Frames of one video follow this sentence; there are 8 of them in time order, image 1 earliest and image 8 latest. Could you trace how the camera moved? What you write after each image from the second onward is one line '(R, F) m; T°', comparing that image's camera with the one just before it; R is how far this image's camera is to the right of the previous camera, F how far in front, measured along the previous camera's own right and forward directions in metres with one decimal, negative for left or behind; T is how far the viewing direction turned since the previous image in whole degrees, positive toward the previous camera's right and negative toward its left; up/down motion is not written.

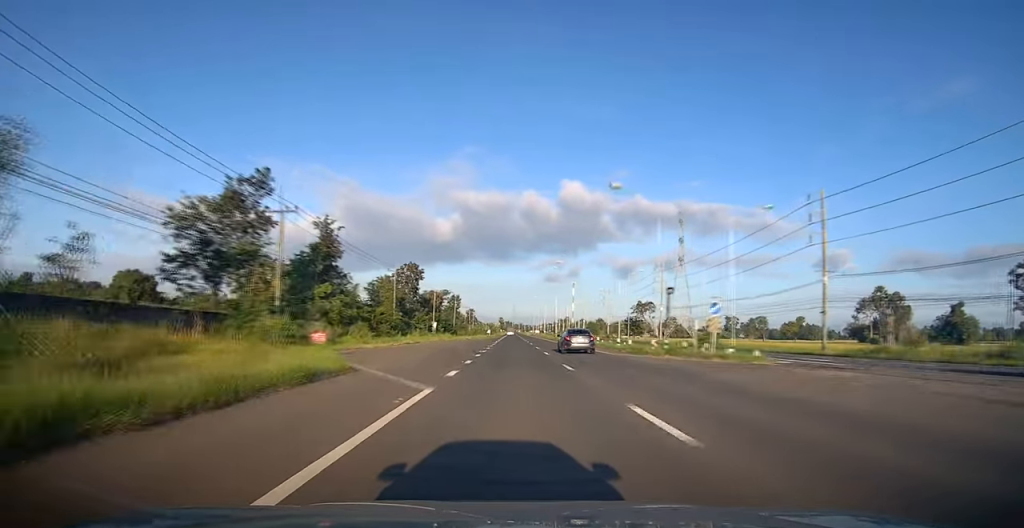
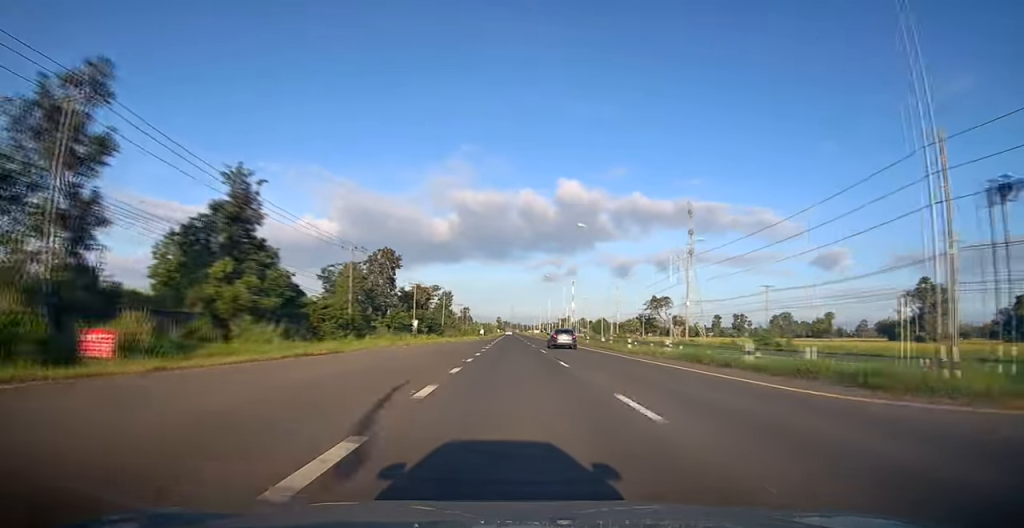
(0.0, +22.6) m; 0°
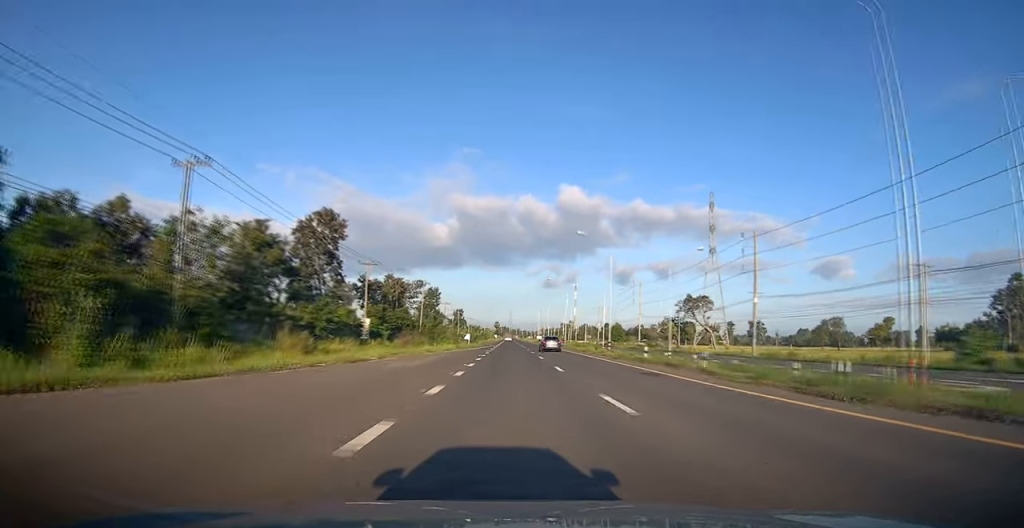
(+0.1, +34.0) m; 0°
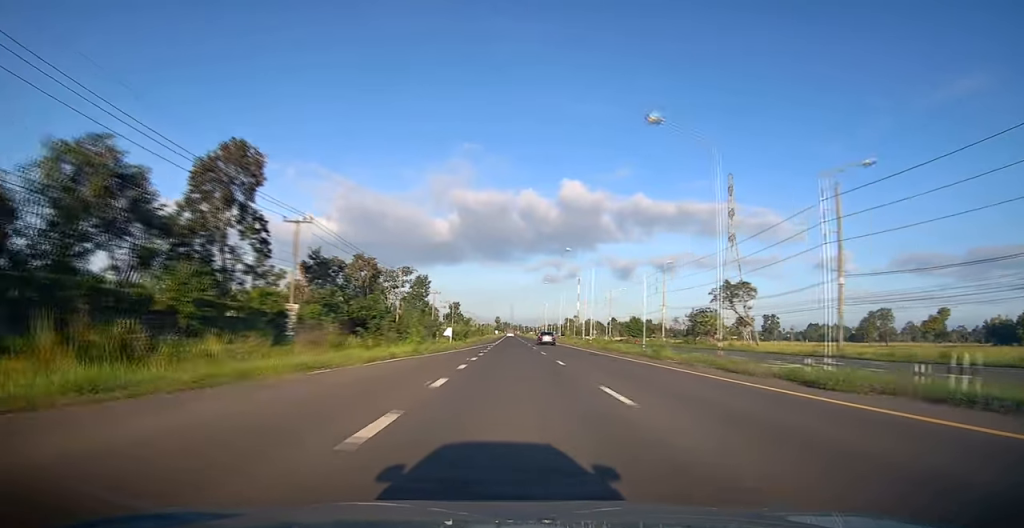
(-0.1, +23.5) m; 0°
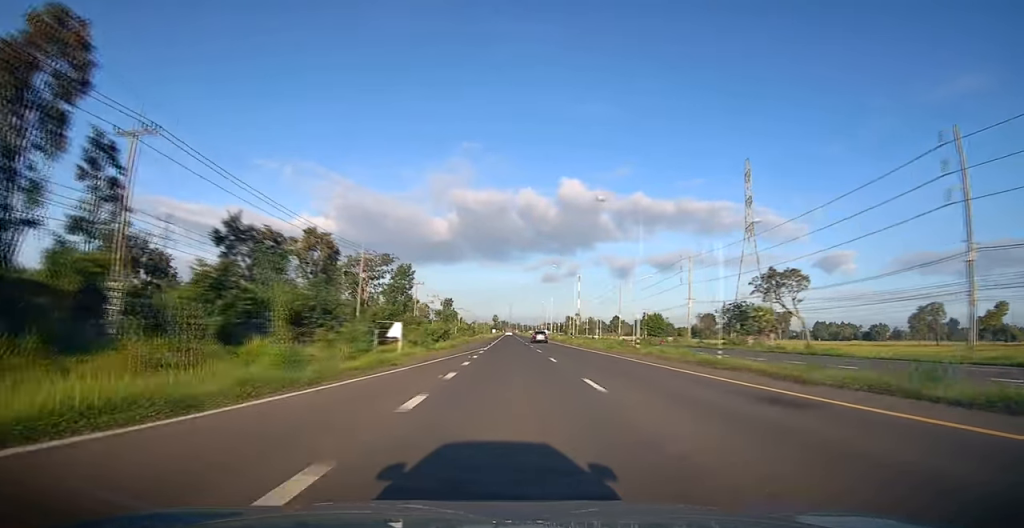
(0.0, +21.2) m; 0°
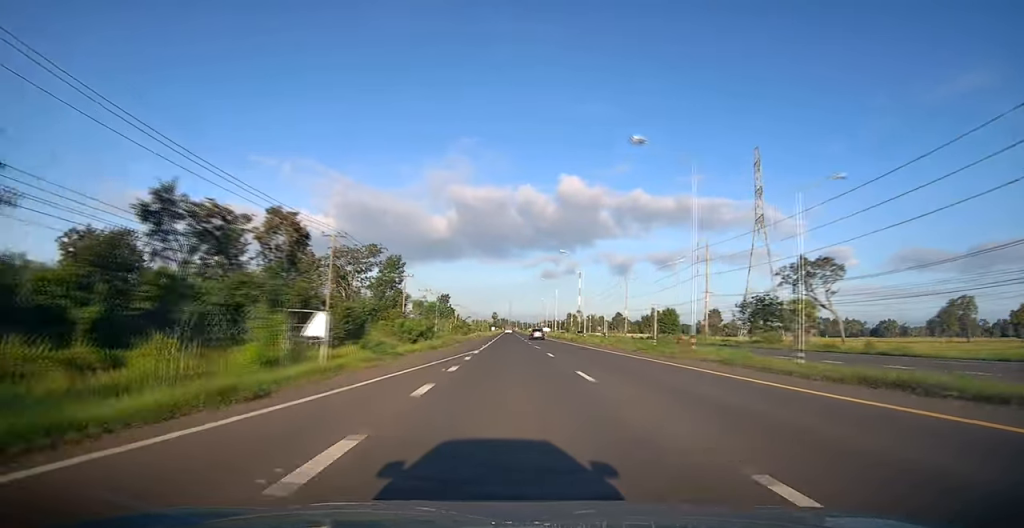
(+0.1, +10.6) m; 0°
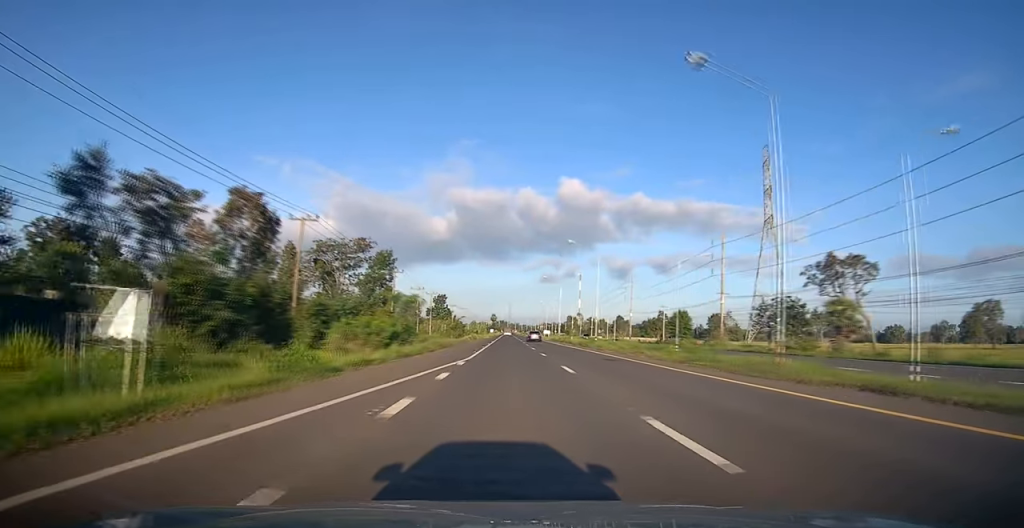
(0.0, +8.2) m; 0°
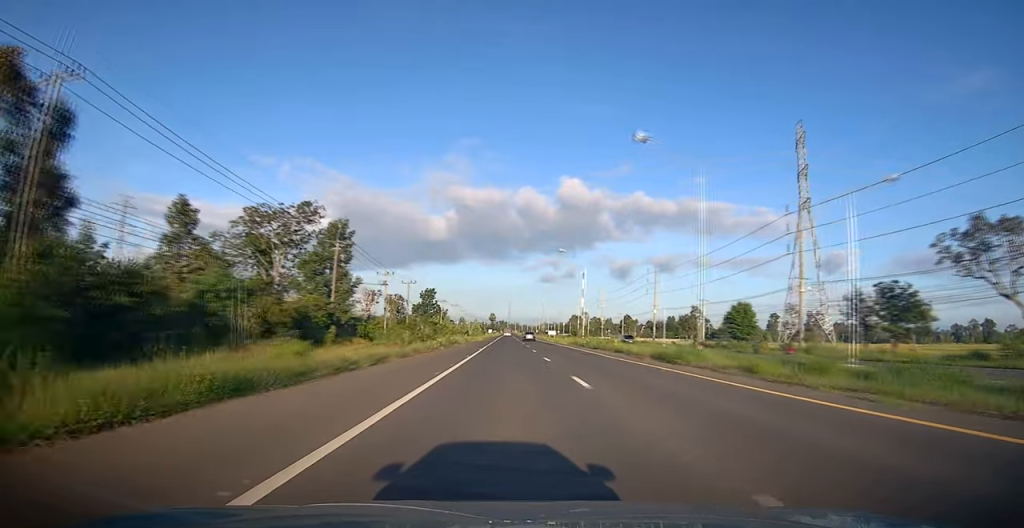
(+0.1, +28.0) m; 0°
